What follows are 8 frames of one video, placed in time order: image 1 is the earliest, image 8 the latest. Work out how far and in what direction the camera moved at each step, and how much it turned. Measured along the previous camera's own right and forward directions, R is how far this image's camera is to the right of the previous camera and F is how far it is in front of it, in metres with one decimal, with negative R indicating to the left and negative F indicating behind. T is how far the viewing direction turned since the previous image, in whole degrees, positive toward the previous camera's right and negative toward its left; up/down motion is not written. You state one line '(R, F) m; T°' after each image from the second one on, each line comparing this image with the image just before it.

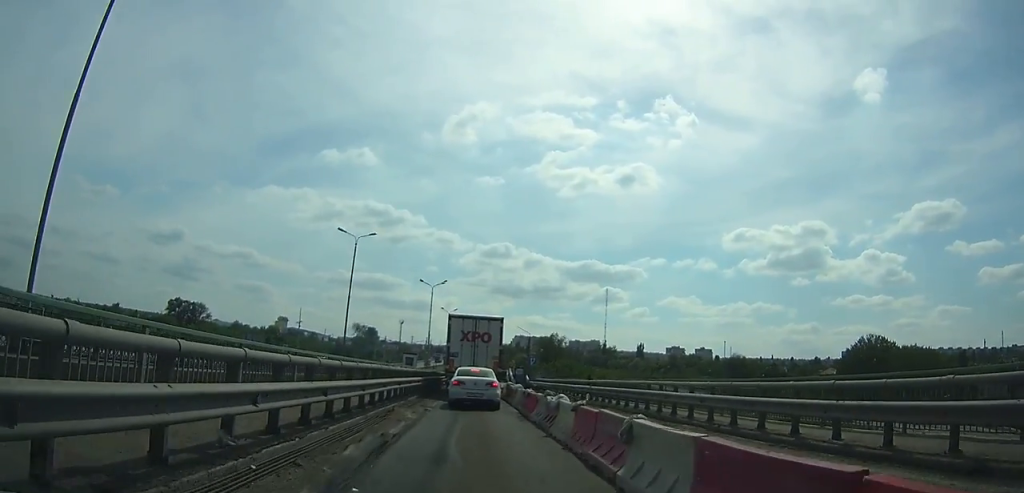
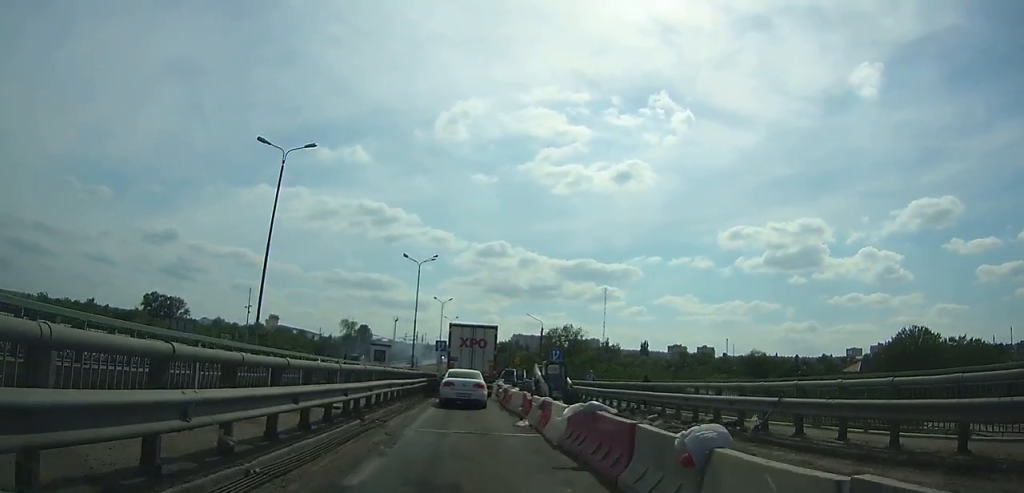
(0.0, +20.7) m; -1°
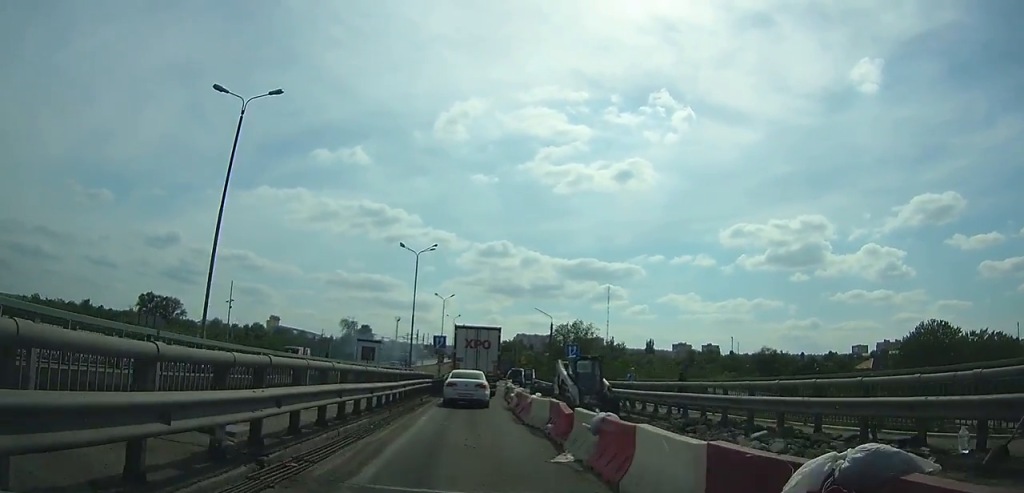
(0.0, +6.7) m; 0°
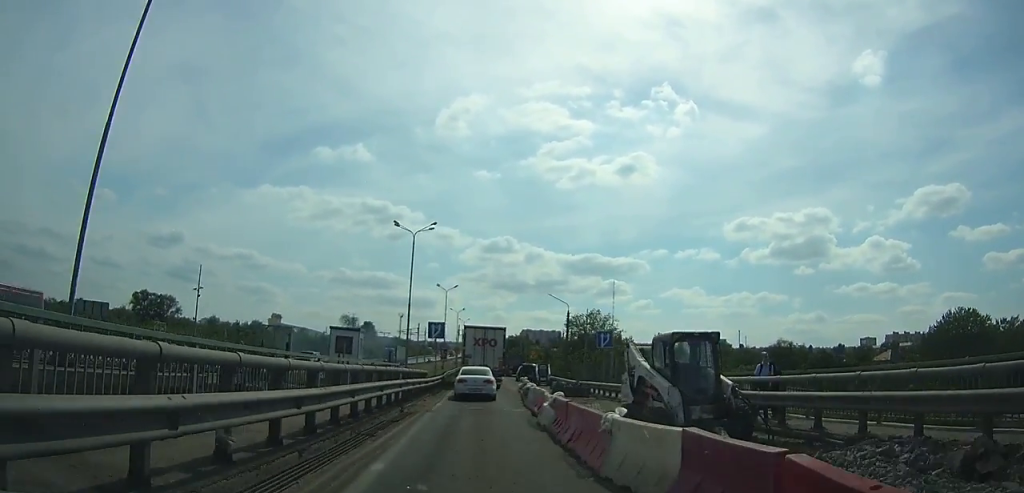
(-0.1, +8.8) m; 0°
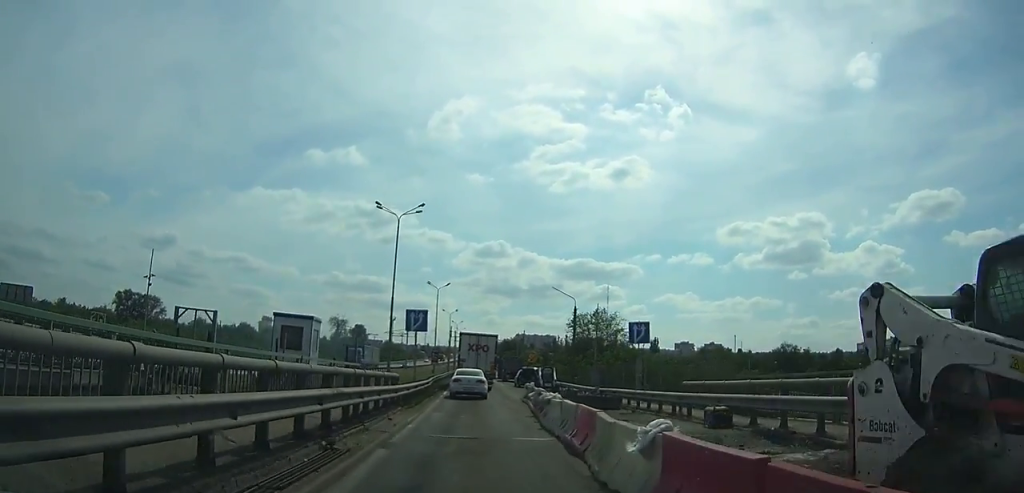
(0.0, +8.2) m; +1°
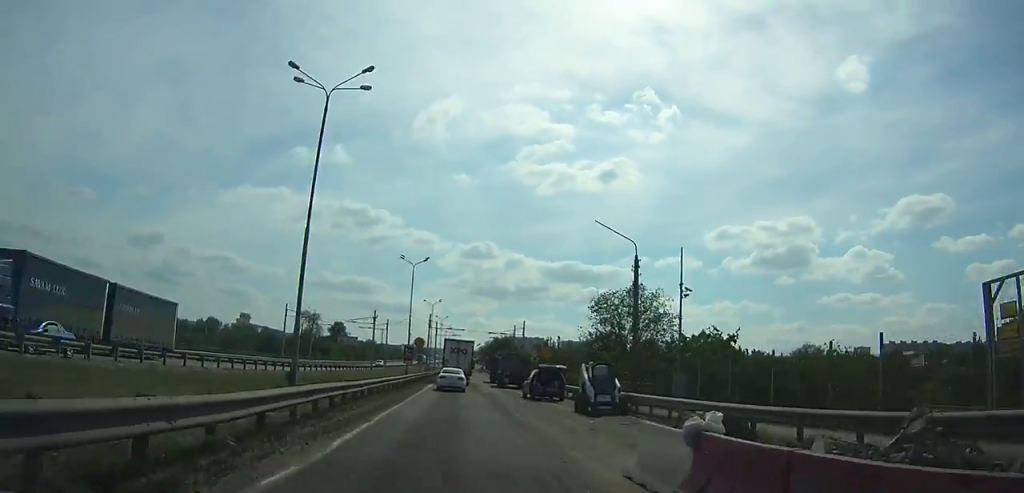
(+0.3, +23.4) m; +1°
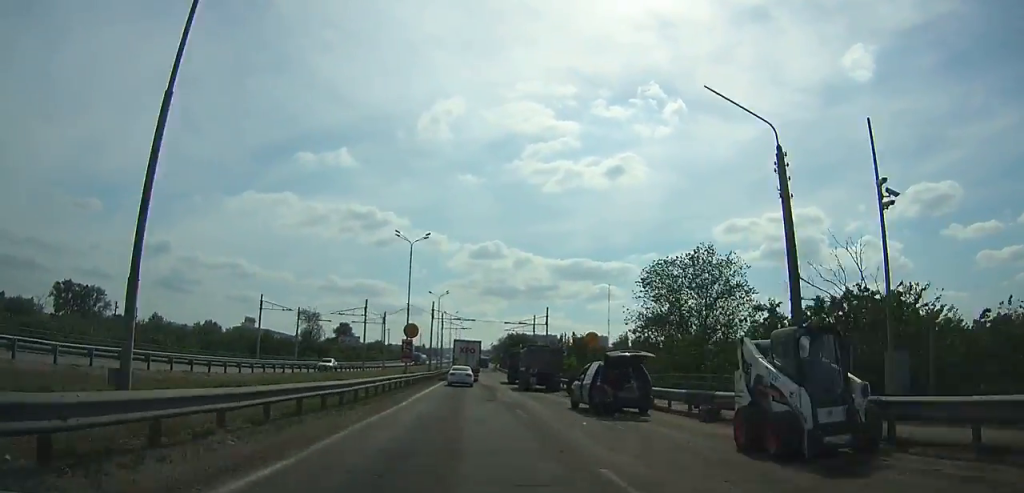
(-0.1, +14.3) m; 0°
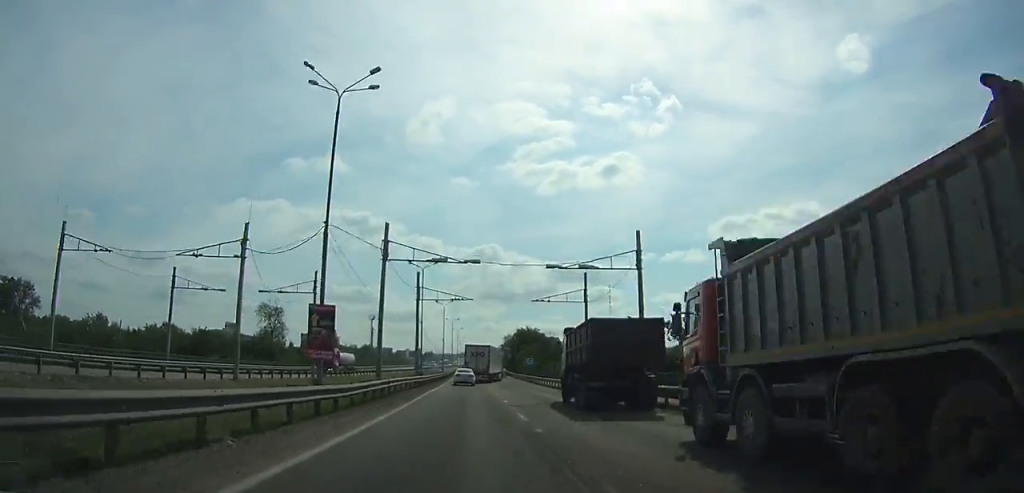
(-0.2, +36.7) m; -1°
